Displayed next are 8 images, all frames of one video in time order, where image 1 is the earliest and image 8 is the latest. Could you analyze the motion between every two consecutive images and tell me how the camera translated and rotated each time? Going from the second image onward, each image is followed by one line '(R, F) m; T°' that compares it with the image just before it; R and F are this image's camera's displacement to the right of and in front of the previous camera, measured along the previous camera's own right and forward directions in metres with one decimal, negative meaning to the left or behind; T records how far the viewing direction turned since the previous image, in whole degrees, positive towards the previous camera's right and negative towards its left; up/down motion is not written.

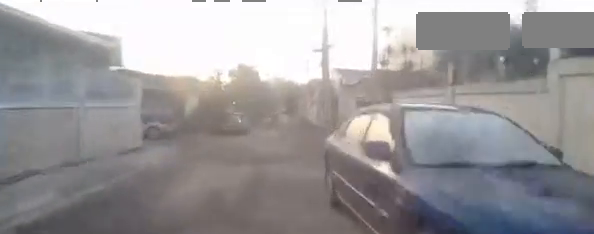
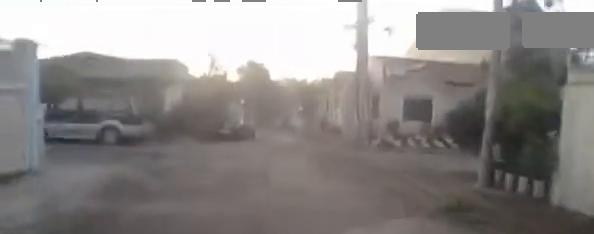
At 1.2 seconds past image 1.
(+0.2, +6.1) m; +10°
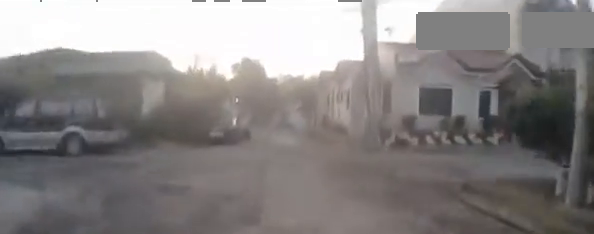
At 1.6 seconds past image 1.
(+0.2, +2.2) m; +1°
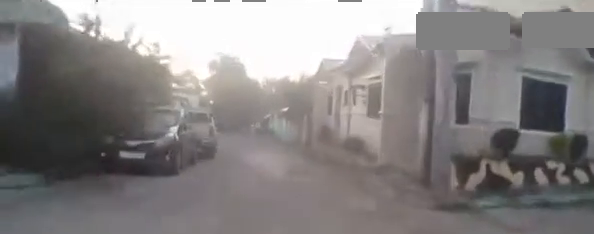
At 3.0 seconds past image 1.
(+0.1, +6.9) m; -3°
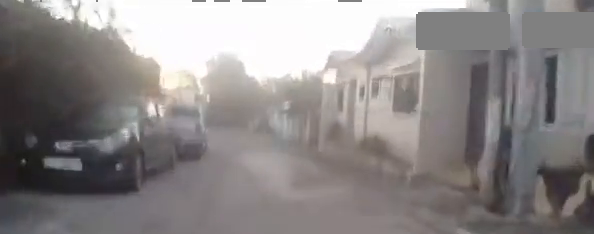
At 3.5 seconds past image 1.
(-0.1, +2.5) m; -1°
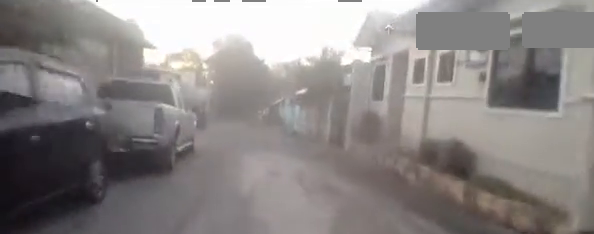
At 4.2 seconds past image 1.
(-0.1, +3.7) m; +4°
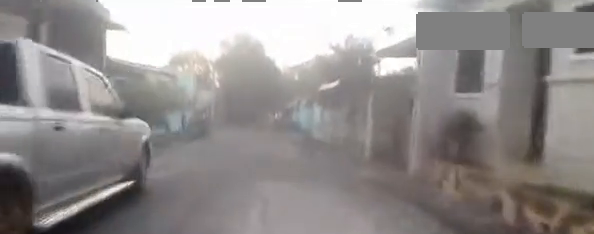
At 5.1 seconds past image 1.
(+0.4, +4.6) m; +5°
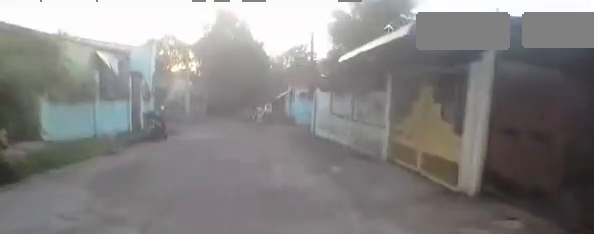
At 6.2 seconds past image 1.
(+0.2, +5.8) m; -3°
